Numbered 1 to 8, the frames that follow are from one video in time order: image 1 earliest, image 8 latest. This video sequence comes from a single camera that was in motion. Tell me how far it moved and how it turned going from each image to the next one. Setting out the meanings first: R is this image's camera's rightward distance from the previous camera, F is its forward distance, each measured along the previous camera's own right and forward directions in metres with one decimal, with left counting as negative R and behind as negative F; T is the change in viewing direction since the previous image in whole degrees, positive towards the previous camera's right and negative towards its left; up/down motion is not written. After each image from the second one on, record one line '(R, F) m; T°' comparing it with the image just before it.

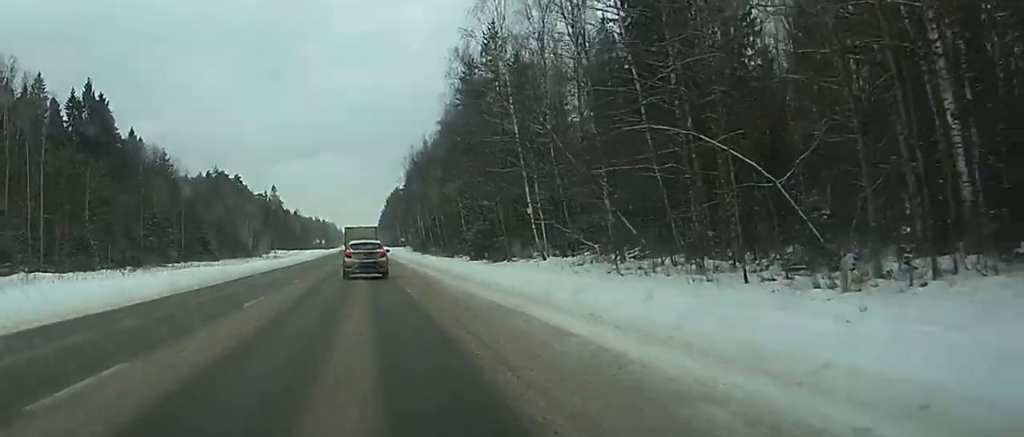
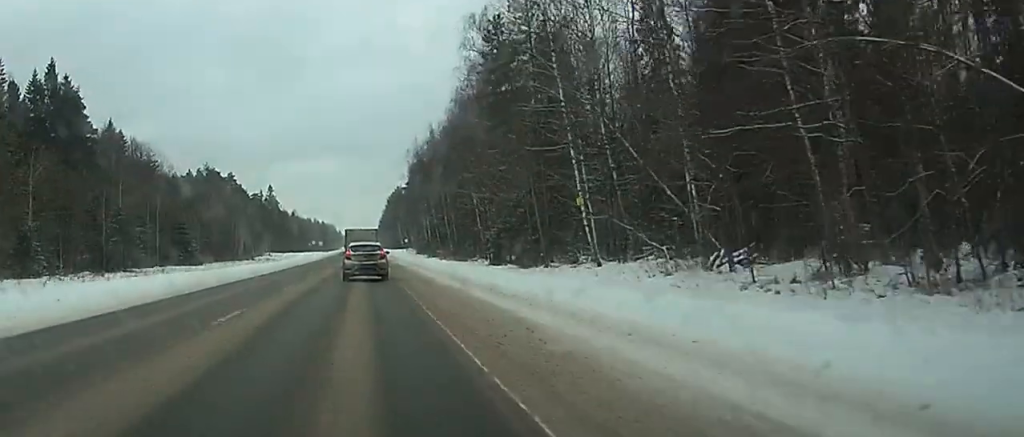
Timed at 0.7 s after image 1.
(0.0, +16.3) m; 0°
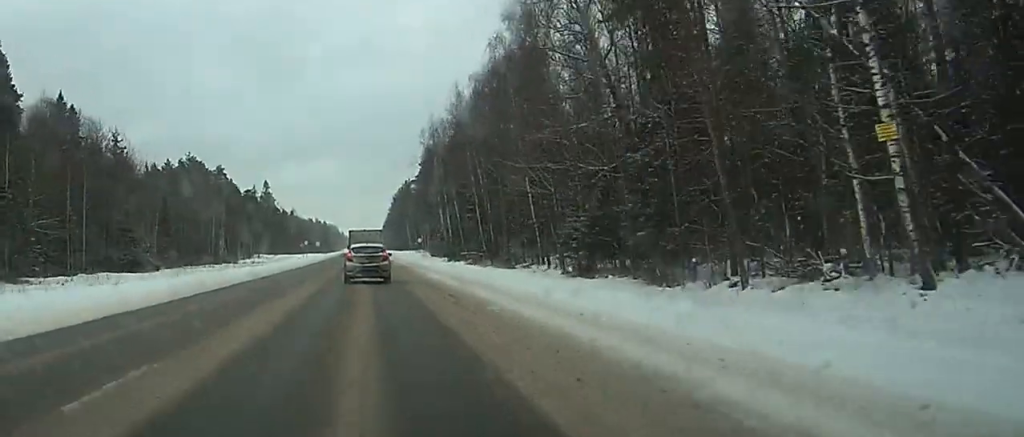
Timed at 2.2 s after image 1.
(+0.2, +32.3) m; 0°
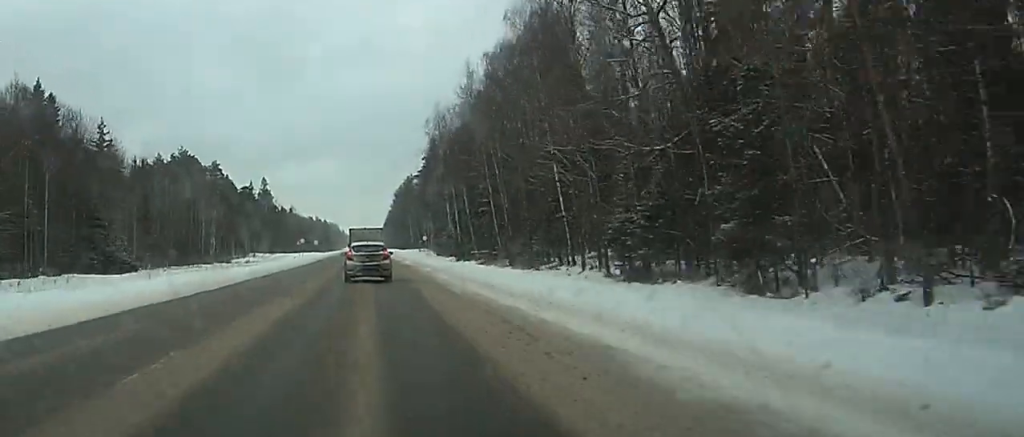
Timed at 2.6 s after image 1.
(-0.1, +10.7) m; 0°
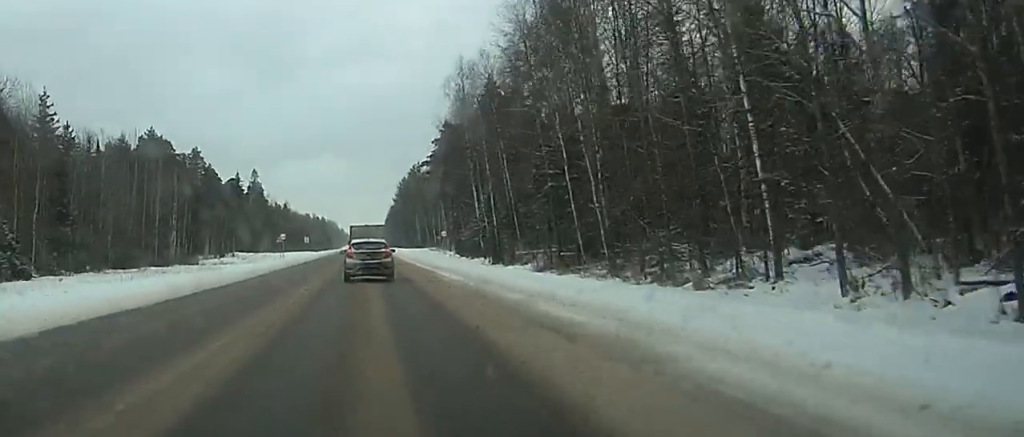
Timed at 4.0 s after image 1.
(0.0, +32.3) m; 0°
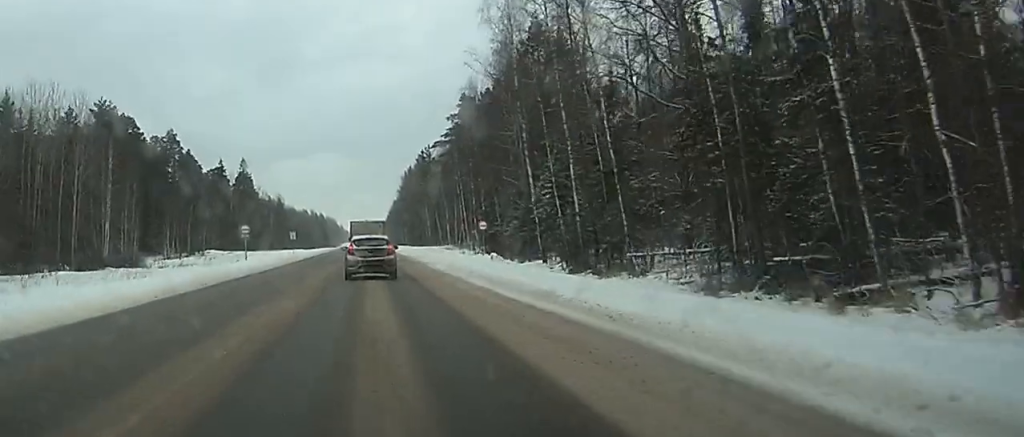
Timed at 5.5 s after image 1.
(+0.1, +33.0) m; 0°
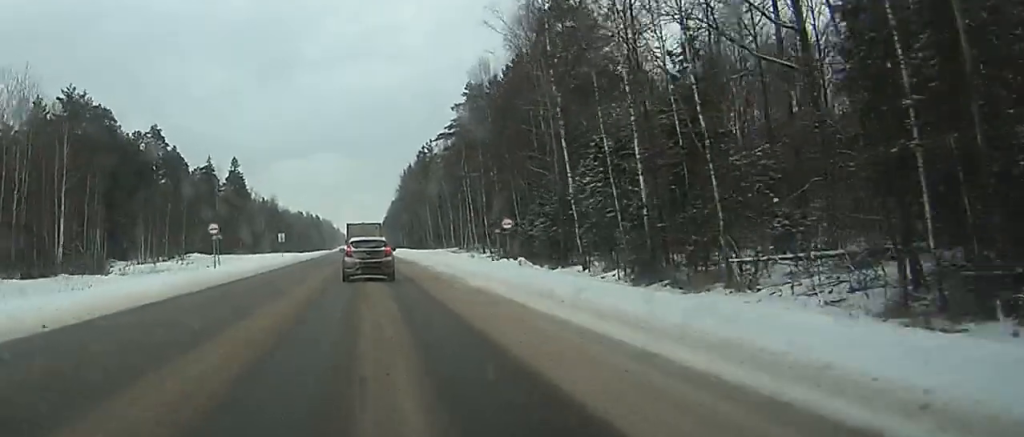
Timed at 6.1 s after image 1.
(0.0, +13.6) m; 0°
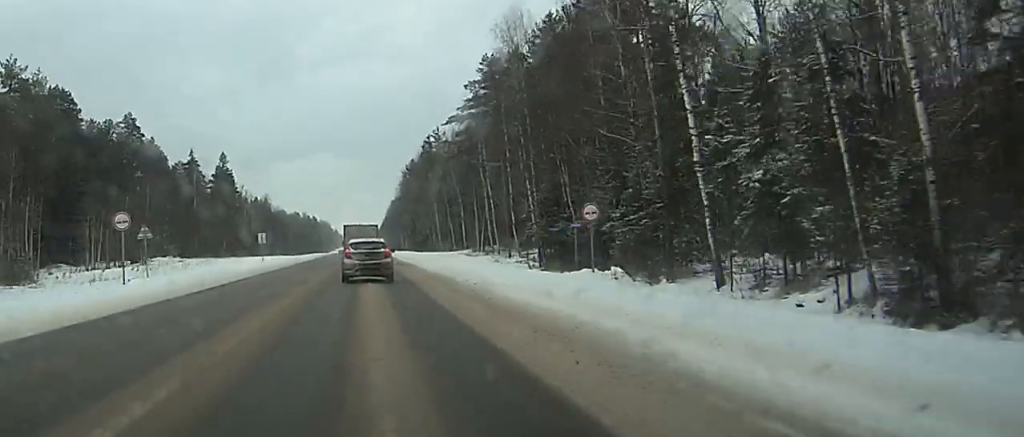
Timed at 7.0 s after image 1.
(-0.2, +21.5) m; 0°
